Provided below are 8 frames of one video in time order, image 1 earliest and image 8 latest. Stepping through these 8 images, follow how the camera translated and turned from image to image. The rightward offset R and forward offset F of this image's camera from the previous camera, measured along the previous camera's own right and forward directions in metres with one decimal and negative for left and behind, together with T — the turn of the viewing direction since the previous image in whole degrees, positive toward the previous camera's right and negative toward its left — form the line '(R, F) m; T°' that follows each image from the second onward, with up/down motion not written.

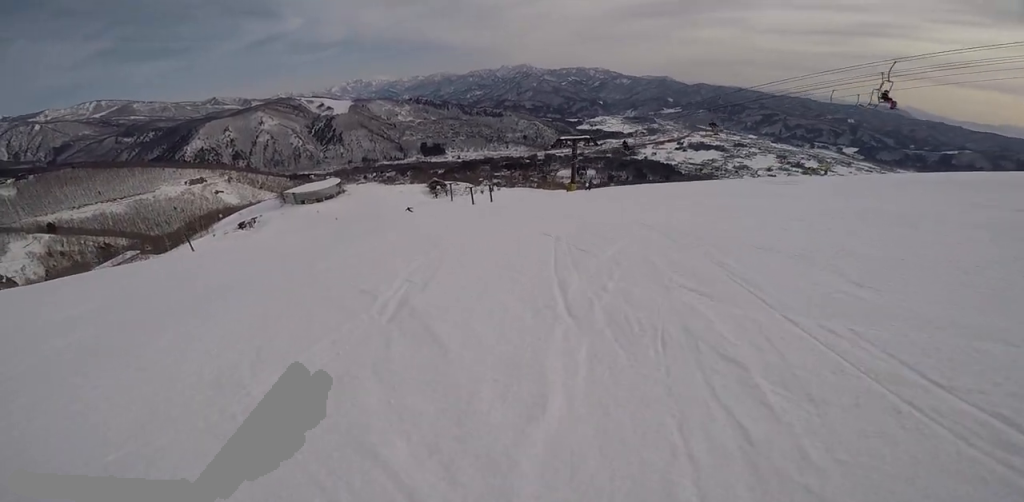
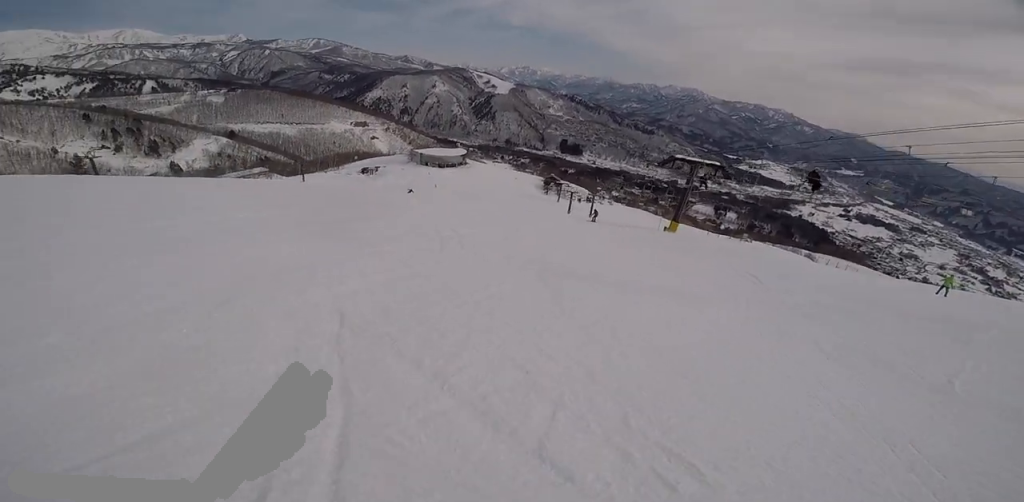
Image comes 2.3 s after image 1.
(-0.2, +14.8) m; -27°
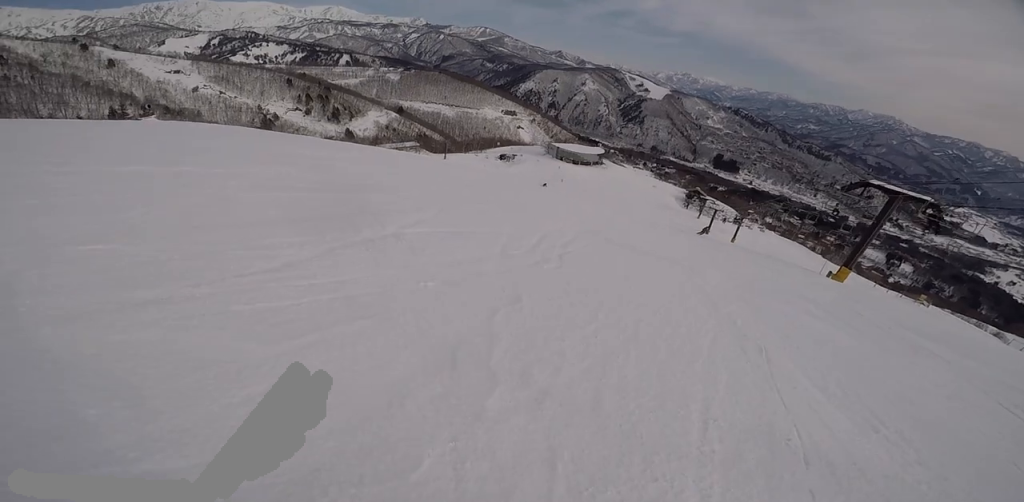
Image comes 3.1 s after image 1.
(-0.7, +5.2) m; -21°
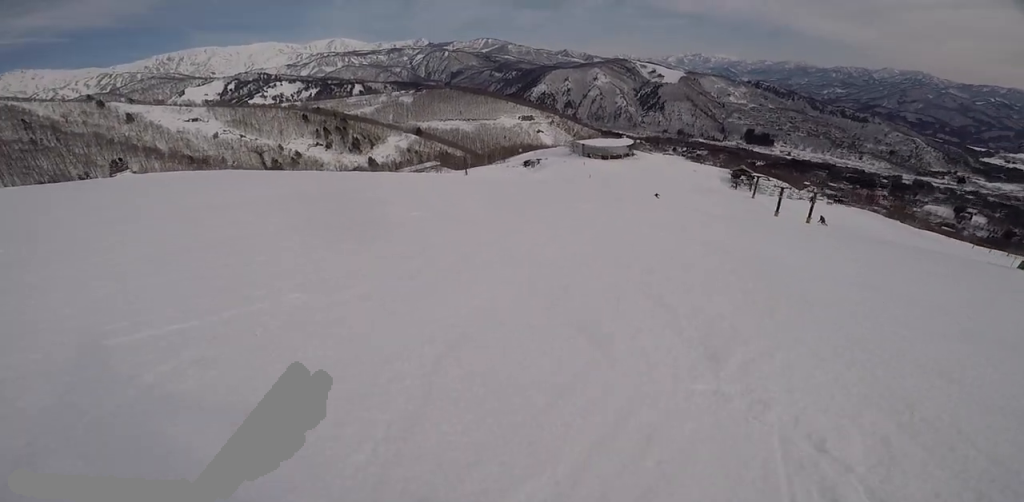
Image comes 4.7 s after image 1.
(-3.5, +9.7) m; -25°
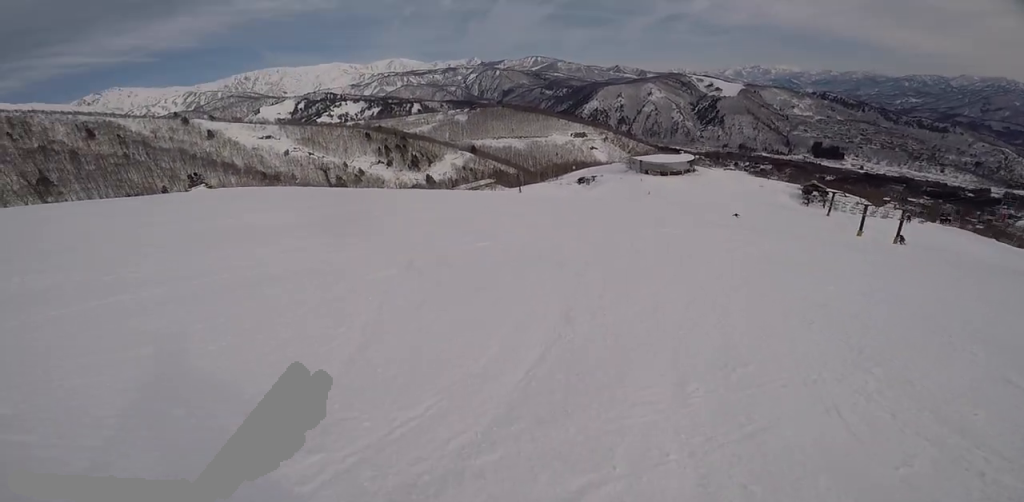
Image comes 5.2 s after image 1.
(-0.1, +2.8) m; -1°
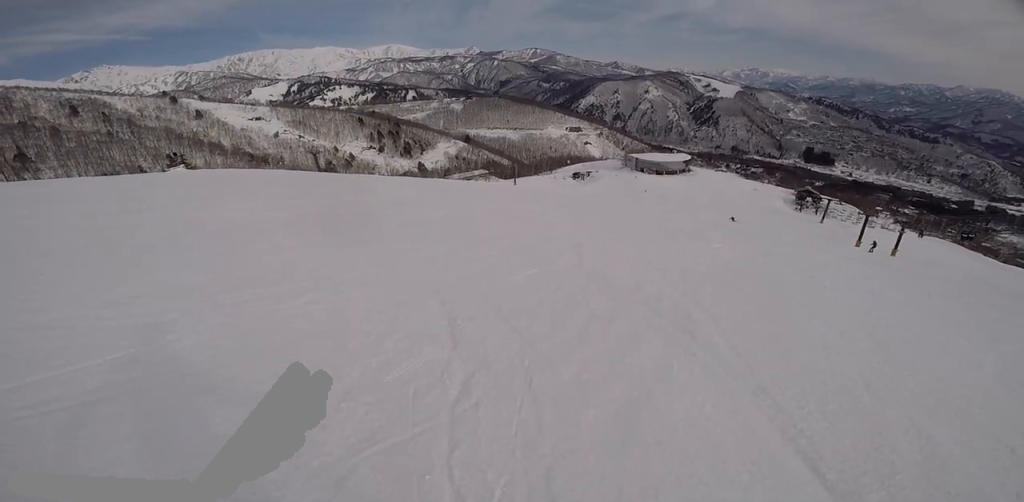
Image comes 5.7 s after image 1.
(0.0, +3.6) m; +9°
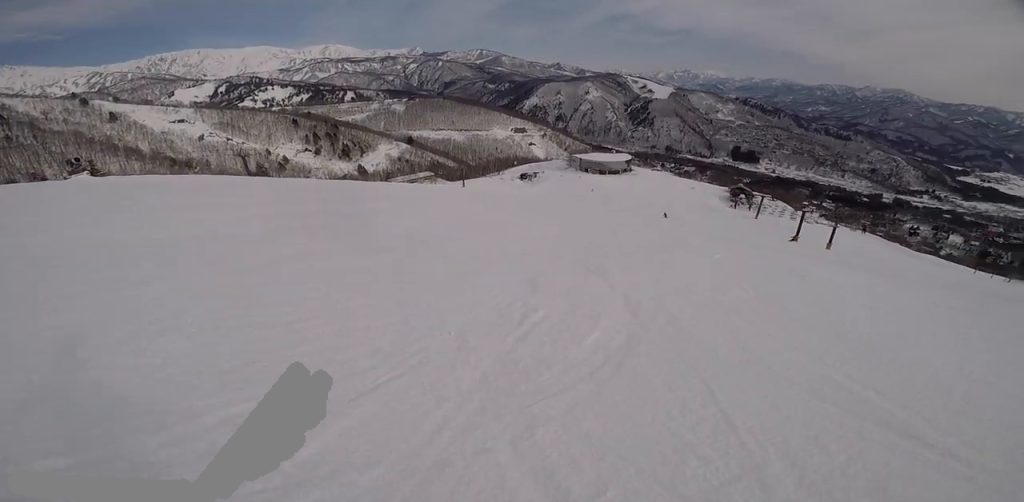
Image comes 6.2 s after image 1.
(-0.5, +3.2) m; +10°
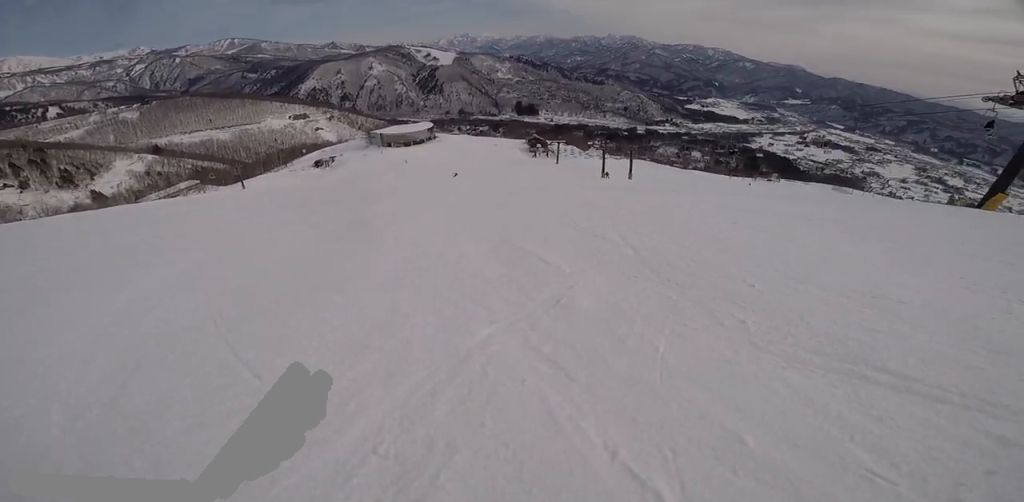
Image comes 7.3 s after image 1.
(+2.2, +6.4) m; +24°
